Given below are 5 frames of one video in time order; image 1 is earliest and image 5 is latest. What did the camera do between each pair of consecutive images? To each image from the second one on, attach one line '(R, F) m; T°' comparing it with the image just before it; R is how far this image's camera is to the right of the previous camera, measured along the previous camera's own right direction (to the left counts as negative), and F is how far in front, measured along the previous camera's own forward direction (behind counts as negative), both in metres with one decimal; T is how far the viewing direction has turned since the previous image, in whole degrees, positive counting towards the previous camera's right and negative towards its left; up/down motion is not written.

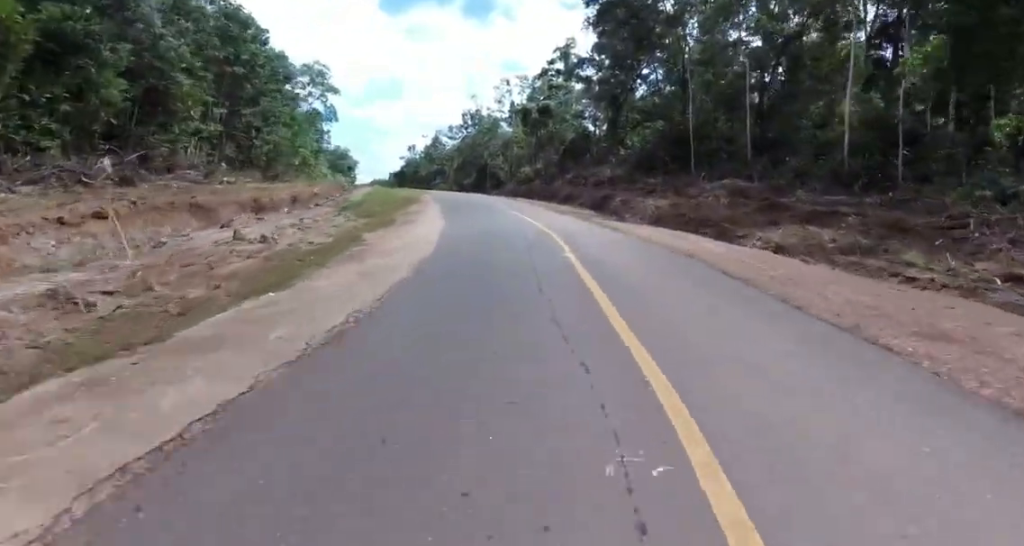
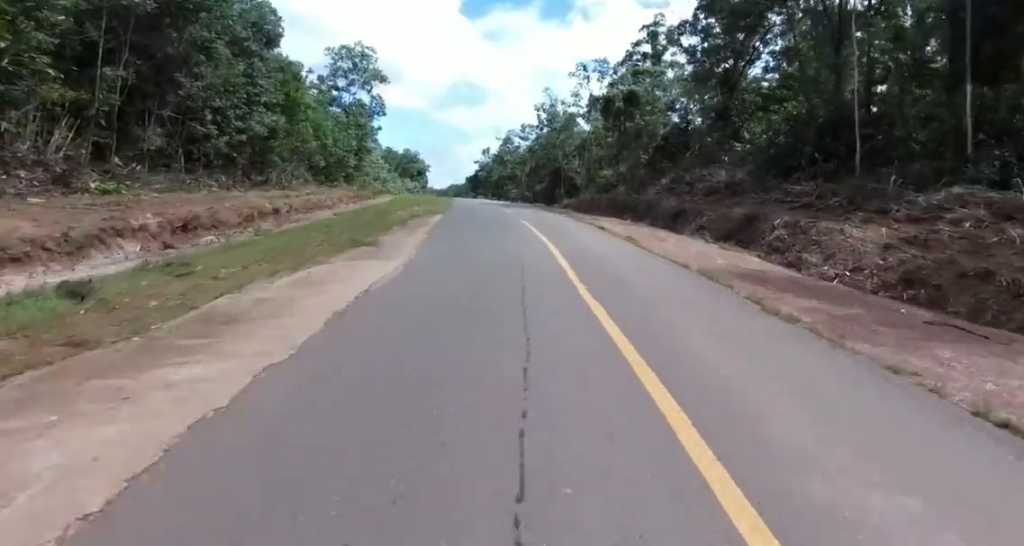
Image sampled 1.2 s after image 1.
(-2.5, +18.0) m; -9°
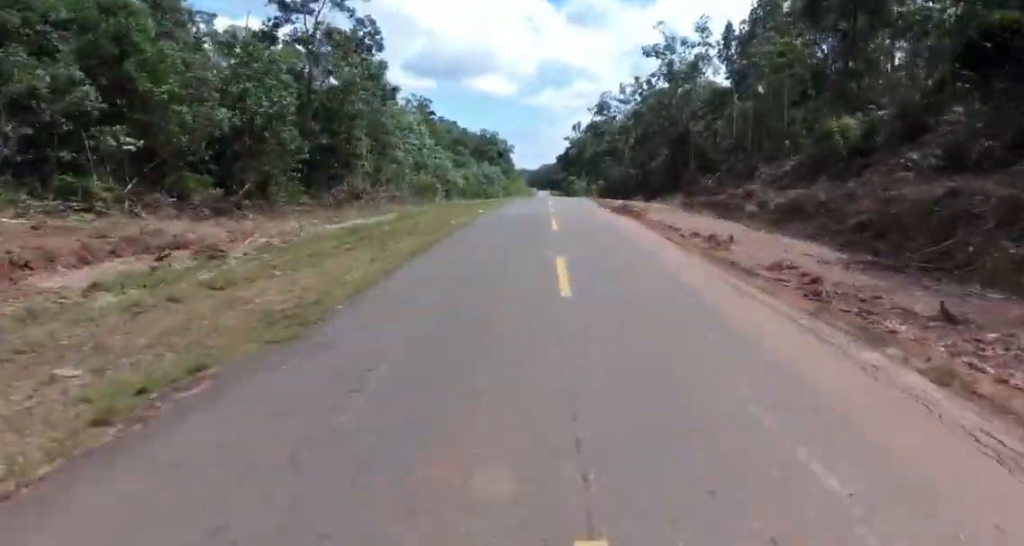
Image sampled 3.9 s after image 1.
(0.0, +44.6) m; -3°
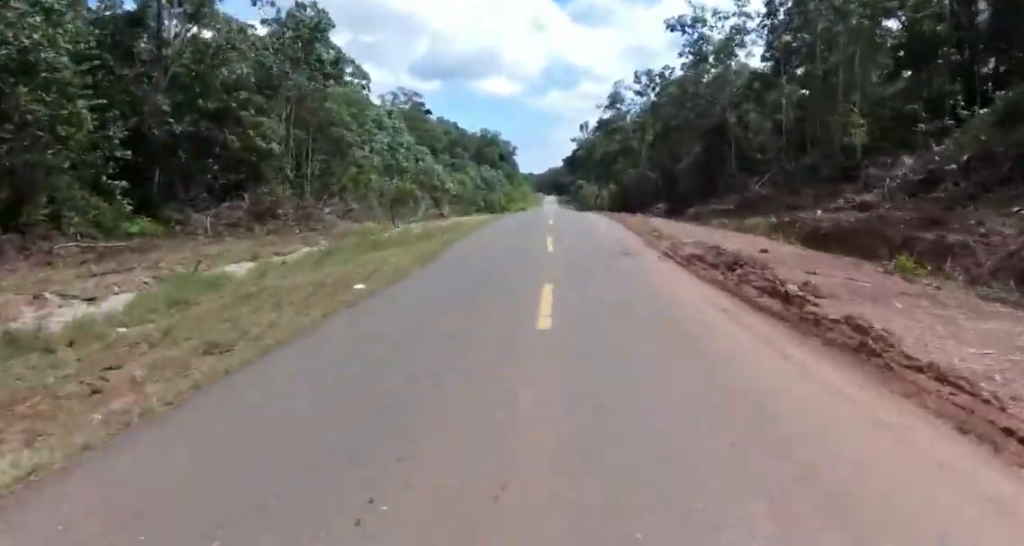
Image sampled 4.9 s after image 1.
(-0.6, +16.8) m; -5°
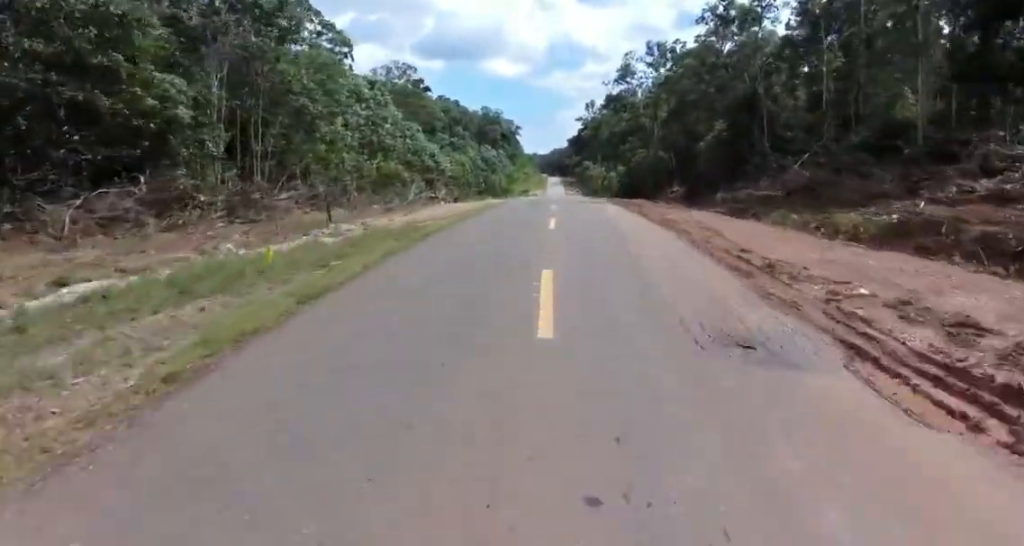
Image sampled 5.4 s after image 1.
(-0.5, +8.8) m; -3°
